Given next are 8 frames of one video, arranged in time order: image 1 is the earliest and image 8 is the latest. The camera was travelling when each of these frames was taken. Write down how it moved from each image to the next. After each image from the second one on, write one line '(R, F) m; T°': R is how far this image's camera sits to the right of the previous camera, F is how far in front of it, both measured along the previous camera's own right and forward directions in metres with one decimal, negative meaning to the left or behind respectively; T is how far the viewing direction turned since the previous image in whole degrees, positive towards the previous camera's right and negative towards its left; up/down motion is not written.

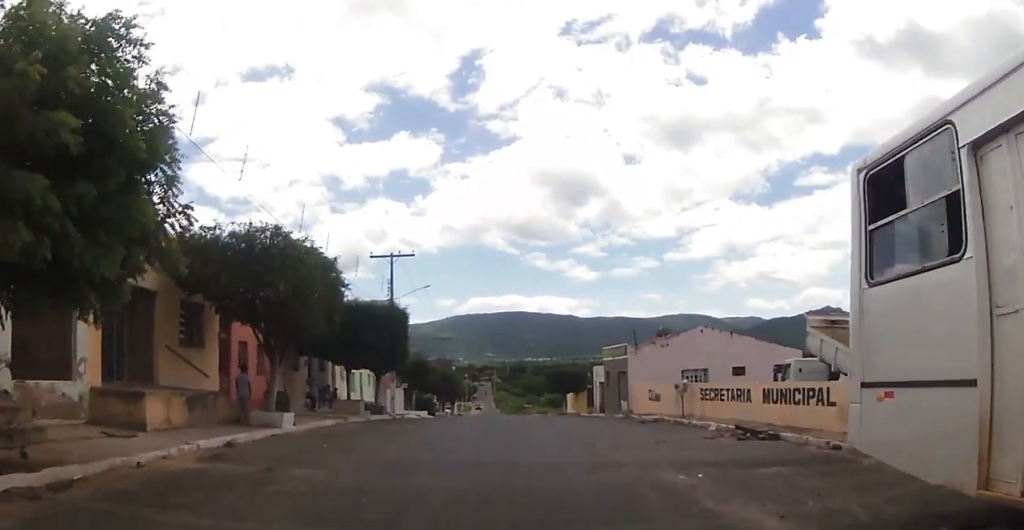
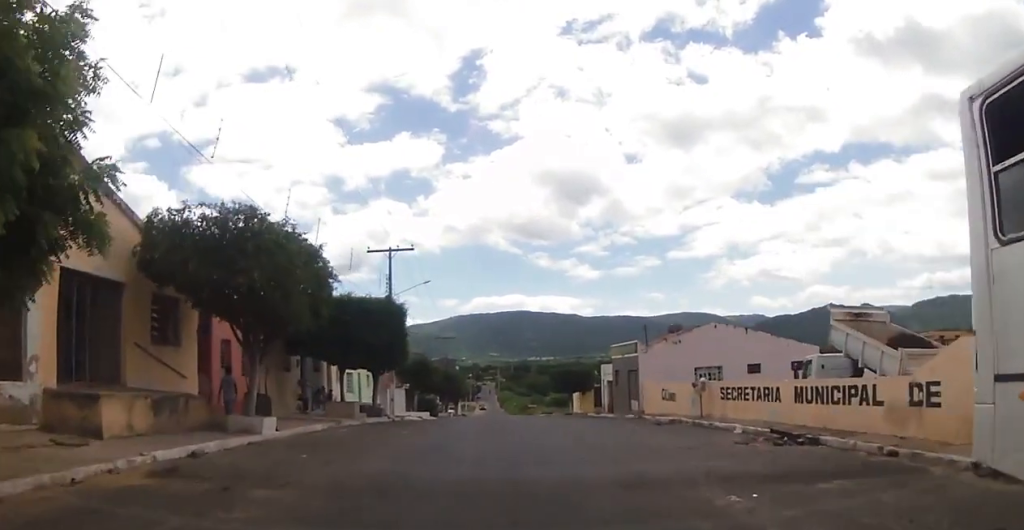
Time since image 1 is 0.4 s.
(0.0, +1.8) m; -1°
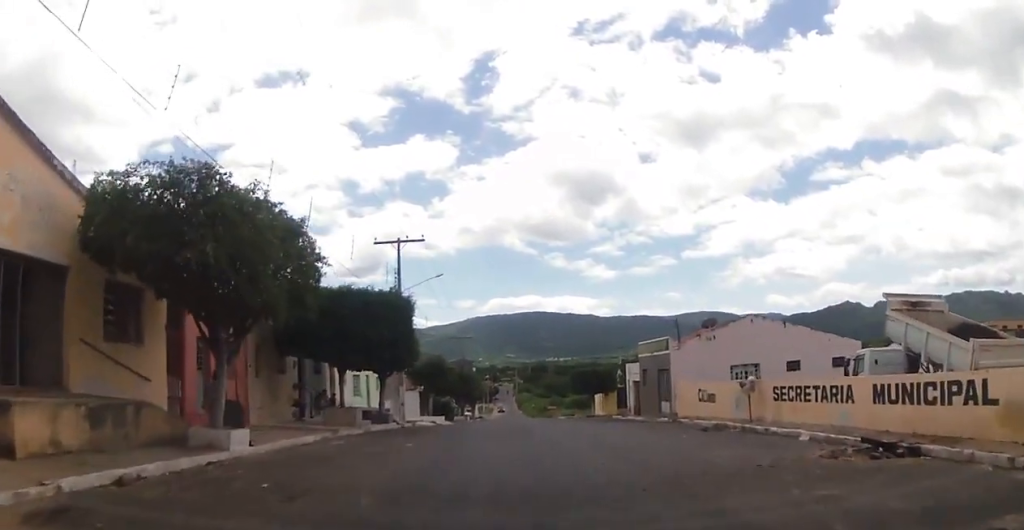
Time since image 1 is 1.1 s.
(0.0, +3.0) m; -5°
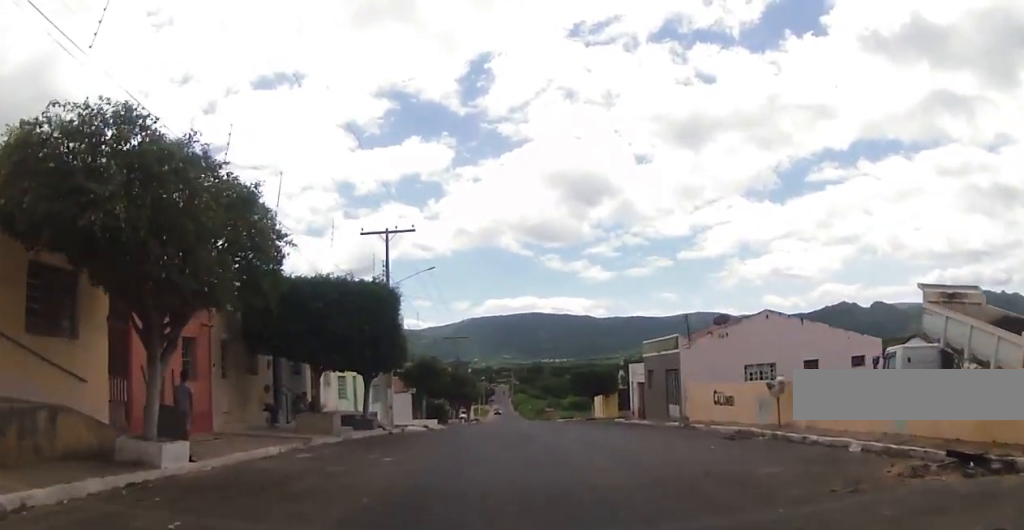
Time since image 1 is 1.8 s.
(-0.2, +2.6) m; -2°
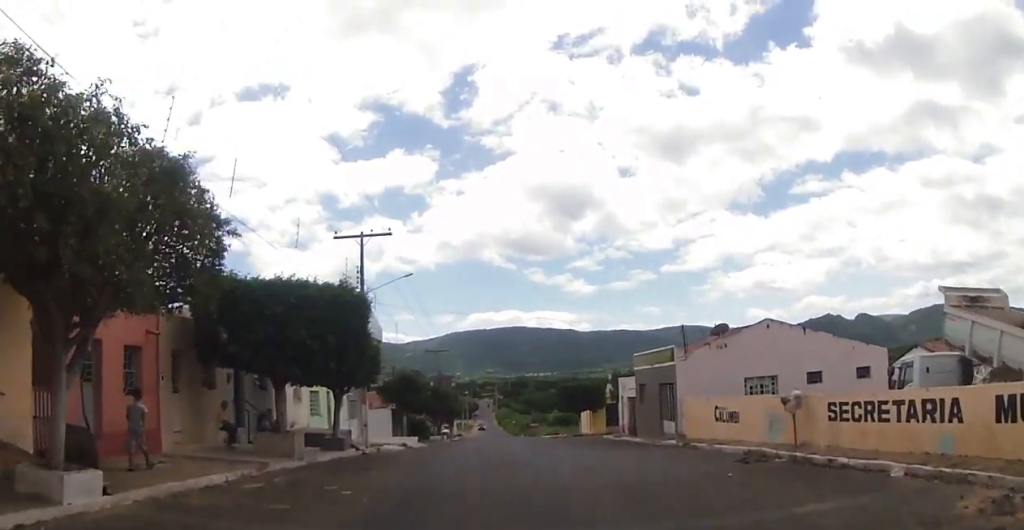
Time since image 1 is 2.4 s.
(-0.3, +2.3) m; +1°
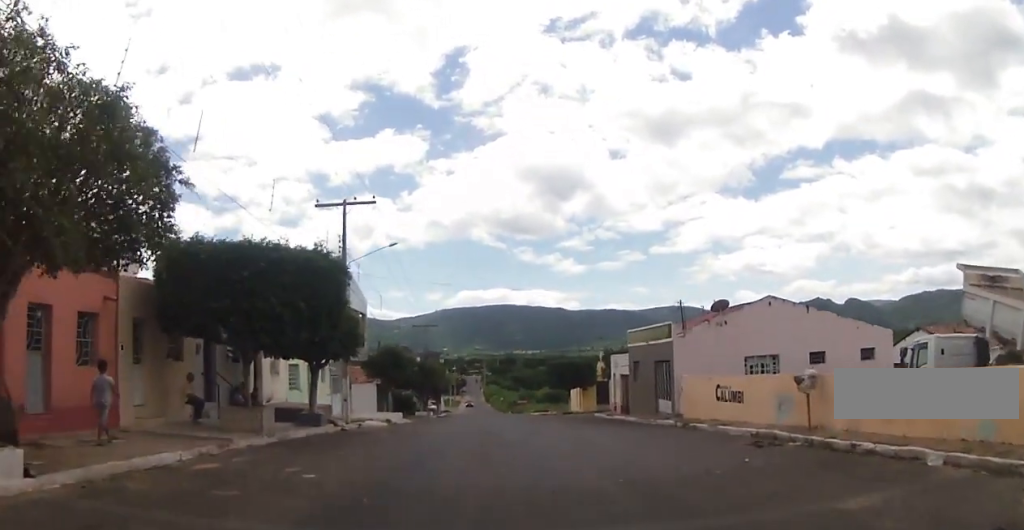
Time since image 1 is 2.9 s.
(+0.2, +1.5) m; +8°
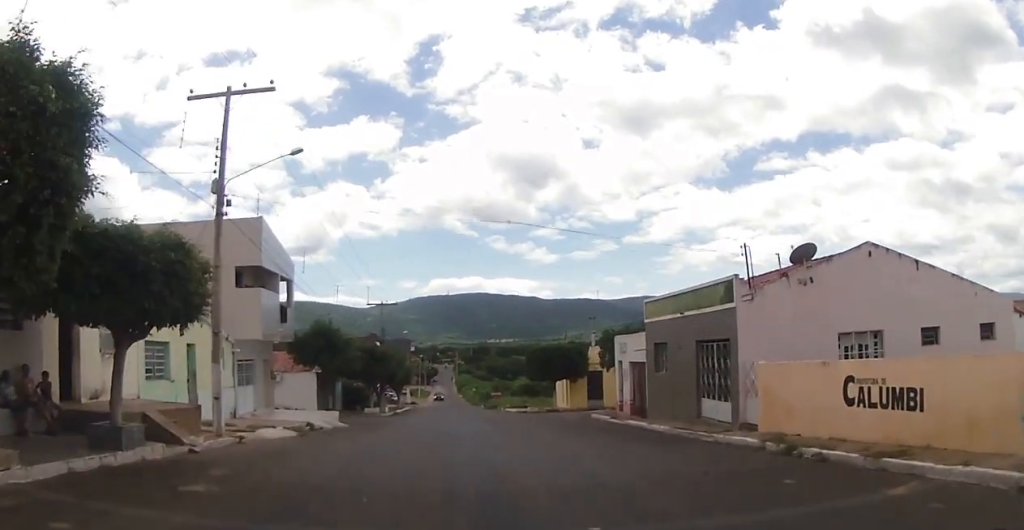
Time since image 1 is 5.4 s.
(+0.9, +8.2) m; 0°
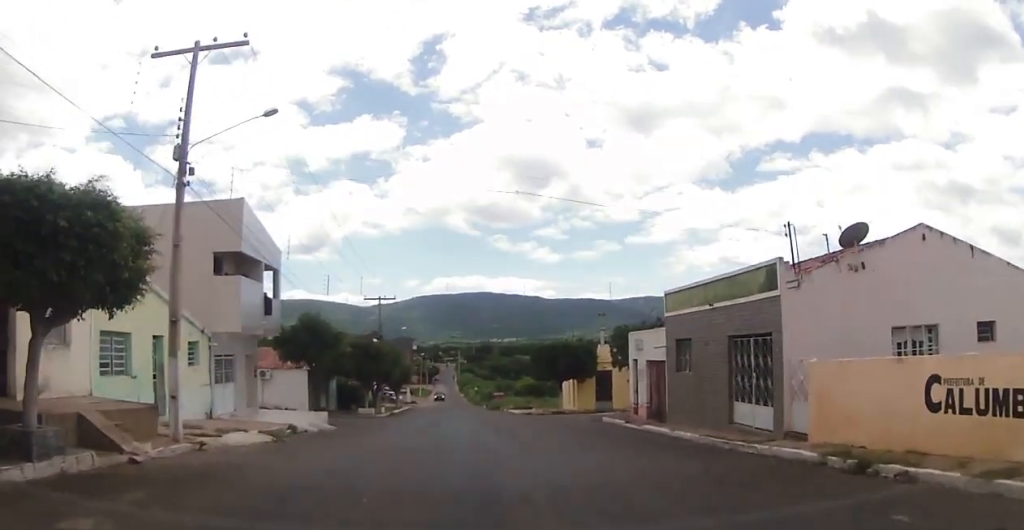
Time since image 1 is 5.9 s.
(0.0, +2.2) m; -1°
